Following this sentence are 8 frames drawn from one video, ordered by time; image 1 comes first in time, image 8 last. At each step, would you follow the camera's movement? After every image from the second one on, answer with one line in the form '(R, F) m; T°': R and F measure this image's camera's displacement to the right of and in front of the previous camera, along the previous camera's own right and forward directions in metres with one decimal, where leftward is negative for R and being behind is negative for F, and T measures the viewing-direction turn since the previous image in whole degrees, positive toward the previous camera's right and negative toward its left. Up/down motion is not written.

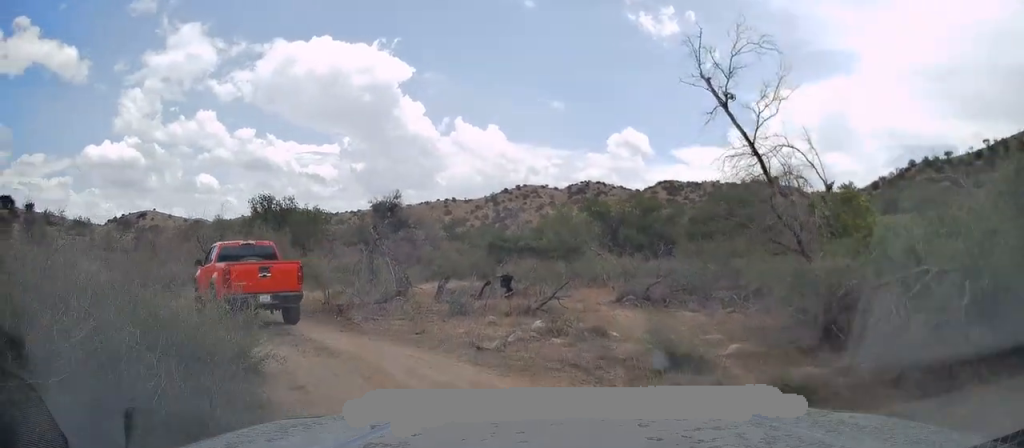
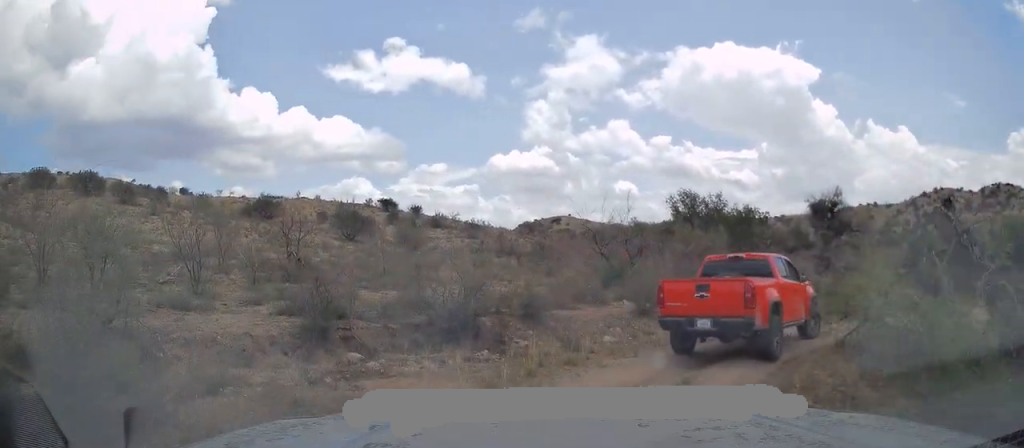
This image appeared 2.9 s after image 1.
(-4.4, +12.1) m; -30°
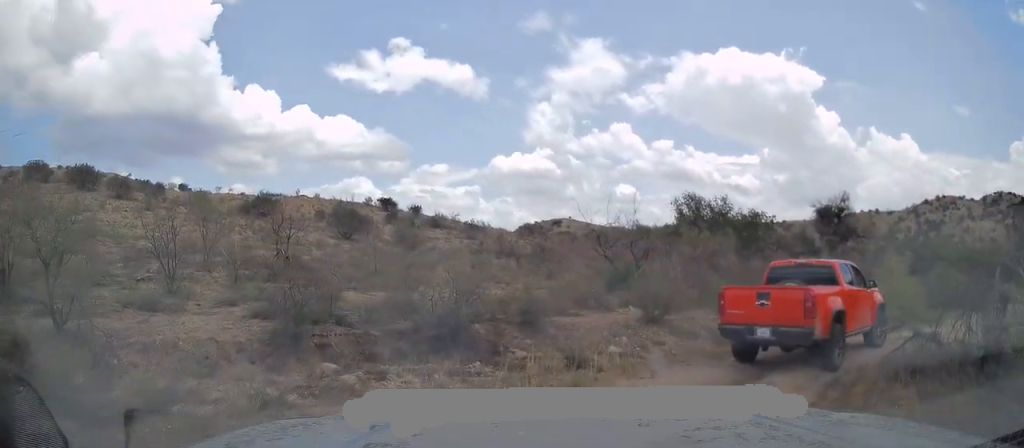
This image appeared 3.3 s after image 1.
(0.0, +1.8) m; +2°
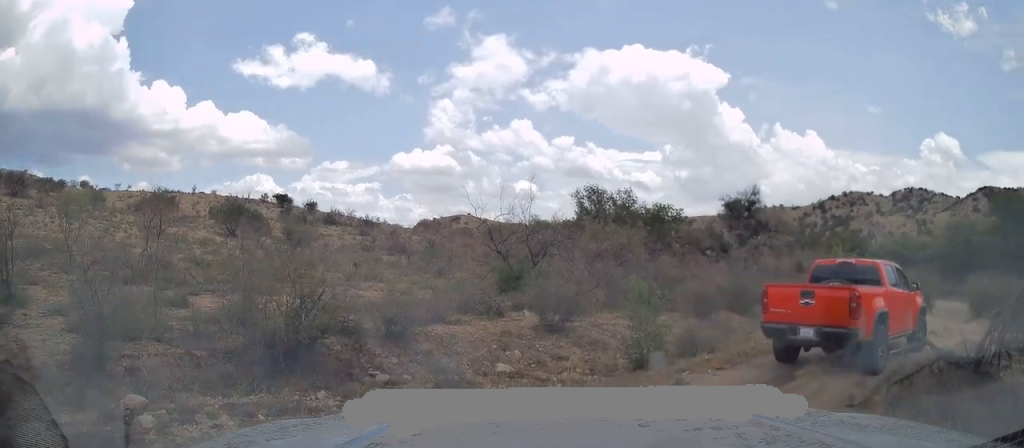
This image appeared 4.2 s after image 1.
(+0.4, +3.8) m; +9°
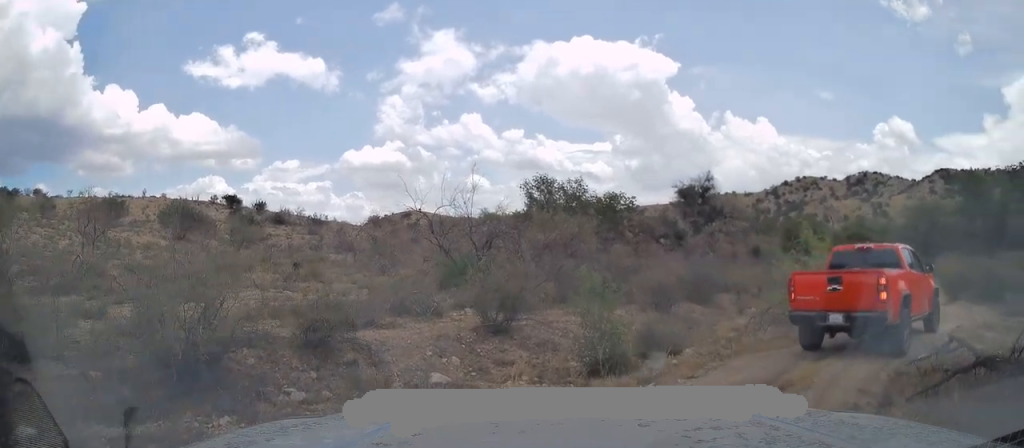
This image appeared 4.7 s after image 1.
(+0.1, +1.9) m; +3°
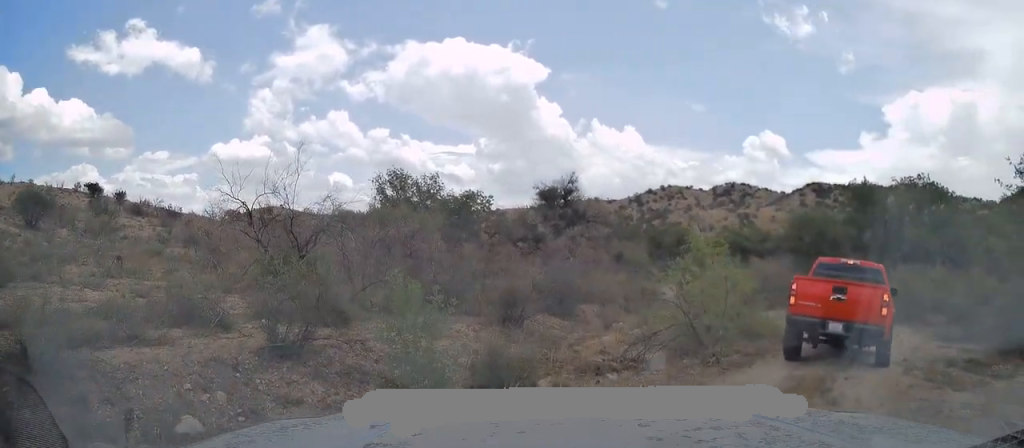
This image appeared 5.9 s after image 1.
(+0.3, +4.6) m; +16°
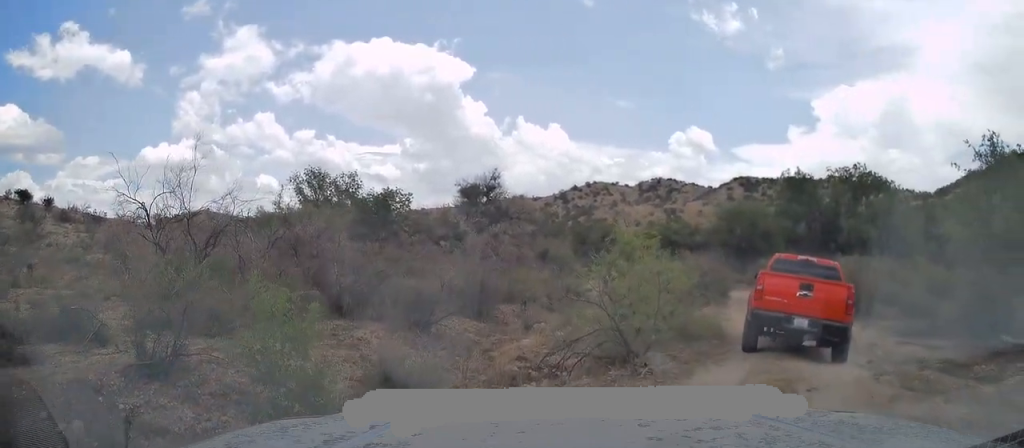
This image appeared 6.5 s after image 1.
(+0.2, +1.7) m; +9°
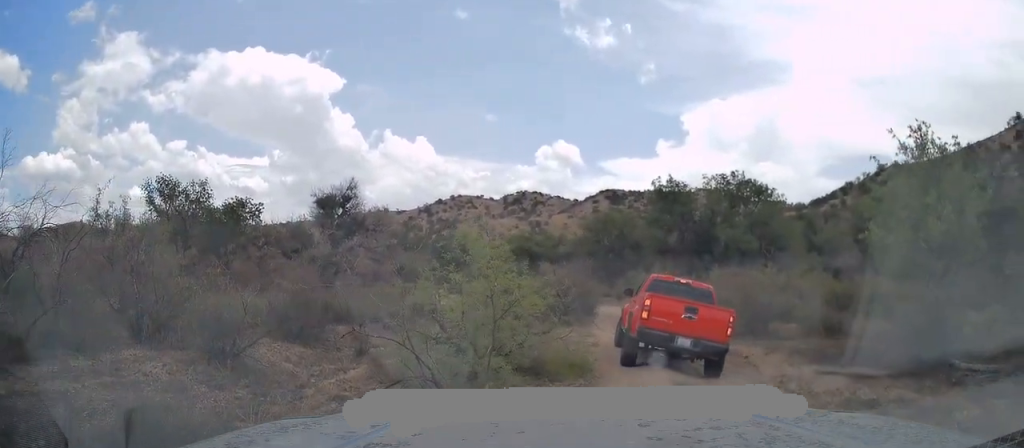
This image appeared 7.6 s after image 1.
(+0.6, +3.2) m; +10°
